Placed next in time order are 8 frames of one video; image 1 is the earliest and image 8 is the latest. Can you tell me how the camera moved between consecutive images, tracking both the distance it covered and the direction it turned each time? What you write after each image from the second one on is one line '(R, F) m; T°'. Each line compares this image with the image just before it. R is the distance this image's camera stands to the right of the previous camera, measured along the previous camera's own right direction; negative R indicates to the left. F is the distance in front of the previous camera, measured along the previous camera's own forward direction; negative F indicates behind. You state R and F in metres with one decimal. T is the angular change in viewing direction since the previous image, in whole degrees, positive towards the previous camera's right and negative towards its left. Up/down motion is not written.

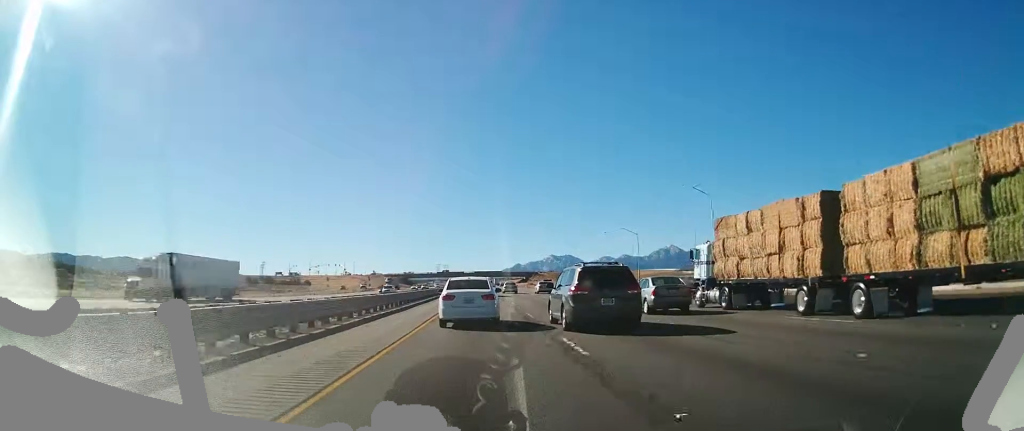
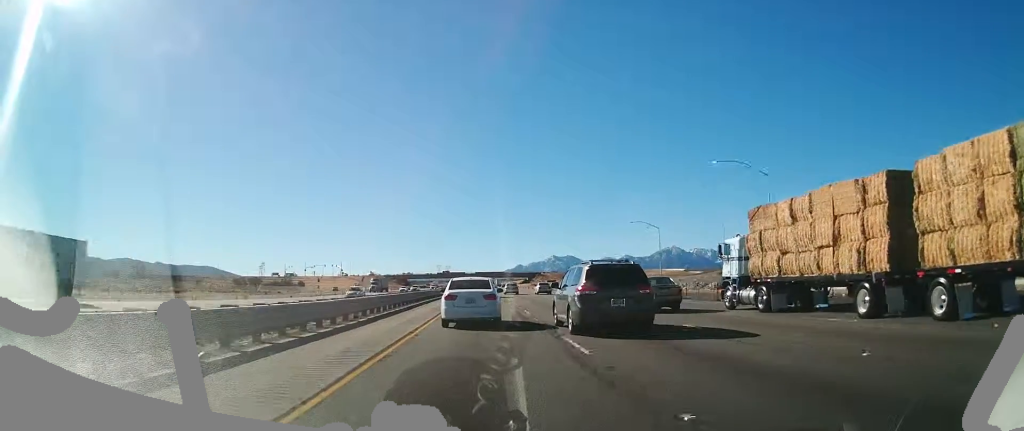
(0.0, +14.7) m; 0°
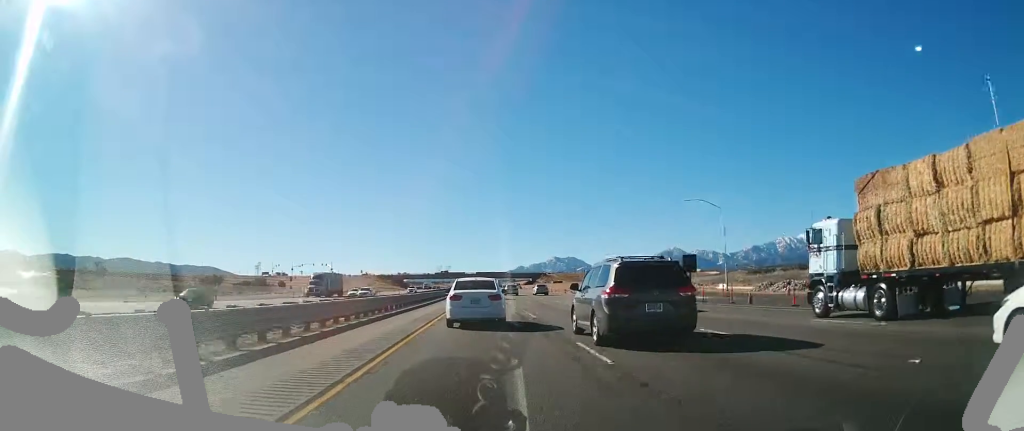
(0.0, +30.4) m; 0°
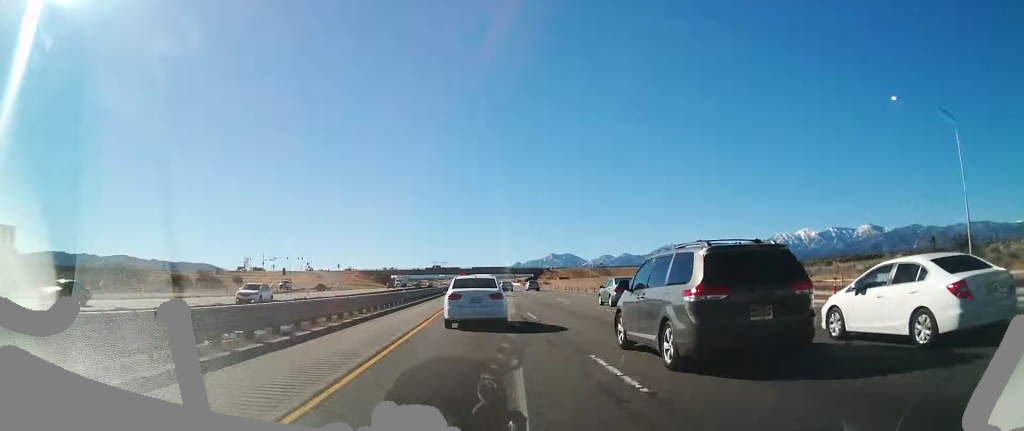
(0.0, +46.2) m; 0°
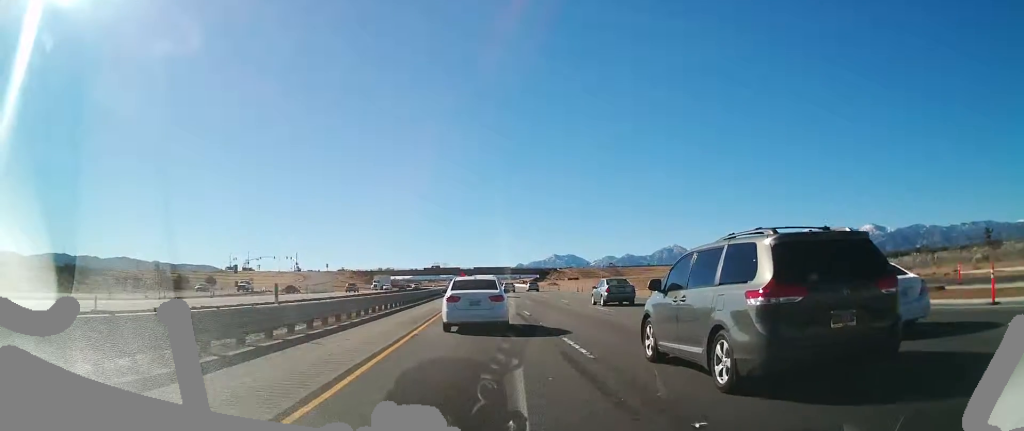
(0.0, +25.7) m; 0°
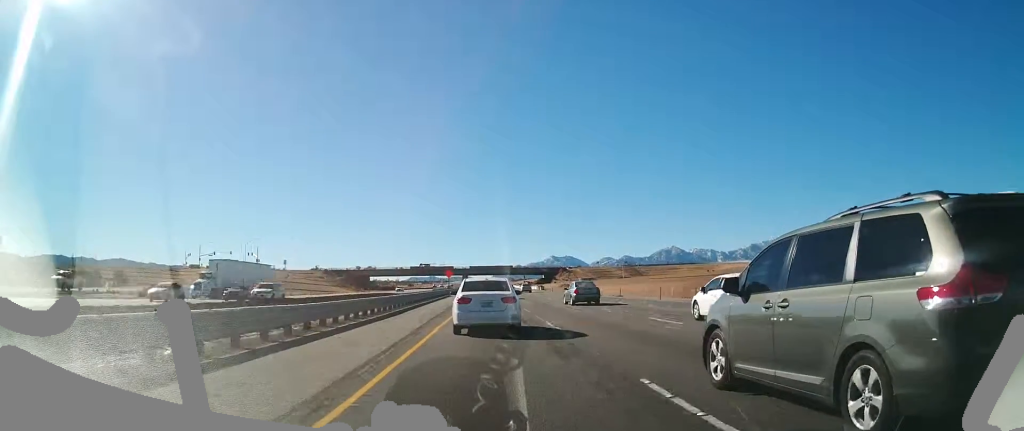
(-0.6, +54.7) m; -1°
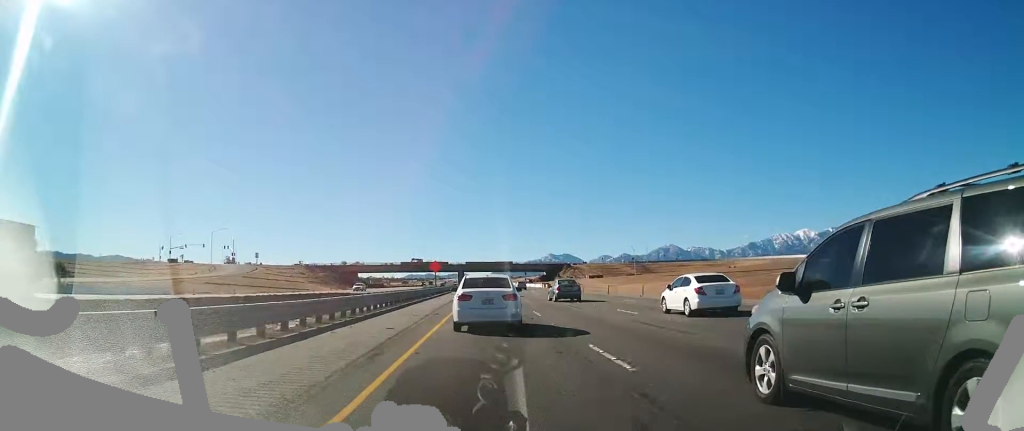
(+0.2, +24.9) m; +1°
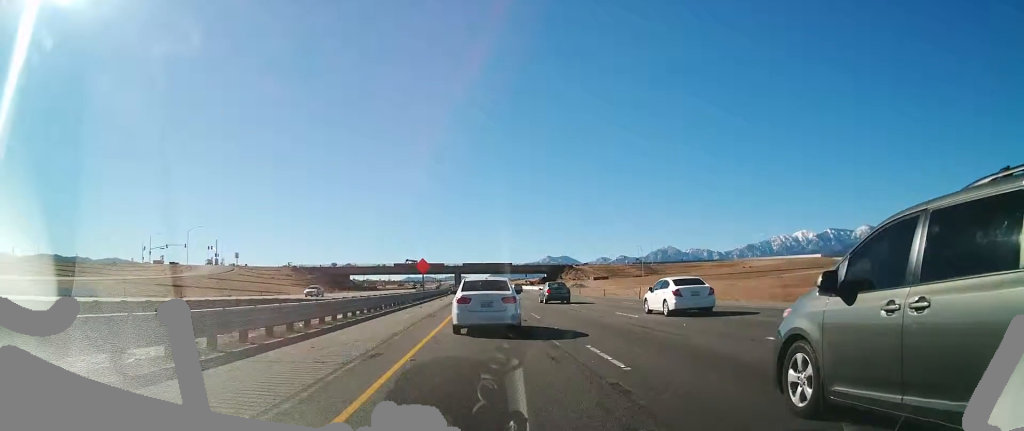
(+0.1, +14.3) m; 0°
